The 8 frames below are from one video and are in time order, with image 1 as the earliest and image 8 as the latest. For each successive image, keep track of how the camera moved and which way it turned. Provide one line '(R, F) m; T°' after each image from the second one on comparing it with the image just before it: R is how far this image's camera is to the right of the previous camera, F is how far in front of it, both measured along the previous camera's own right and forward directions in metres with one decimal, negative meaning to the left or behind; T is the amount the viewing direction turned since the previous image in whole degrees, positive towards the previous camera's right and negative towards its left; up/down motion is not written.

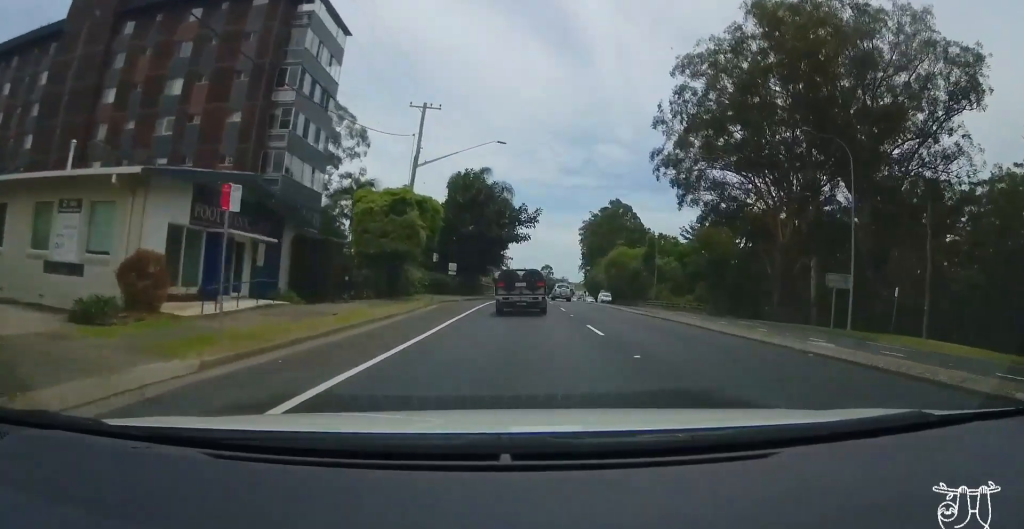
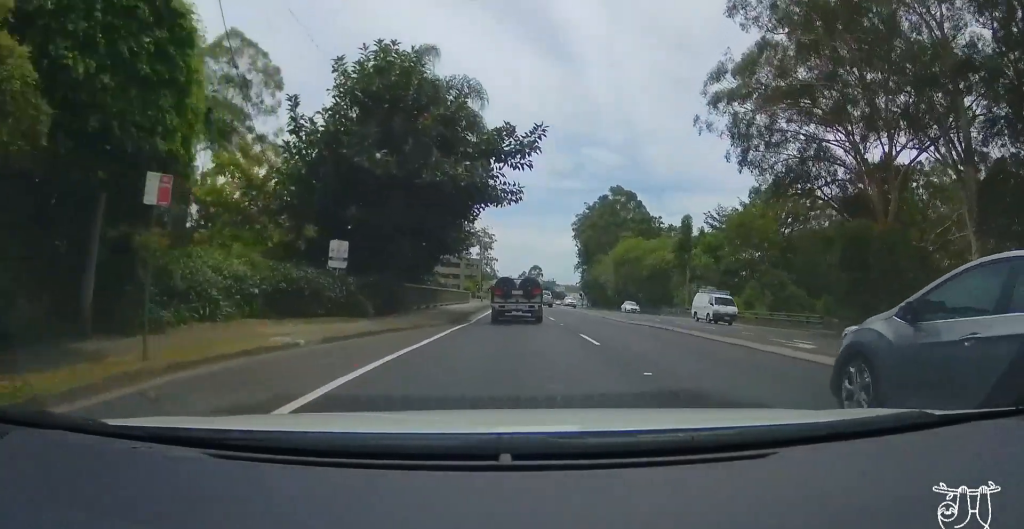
(+0.5, +26.1) m; +4°
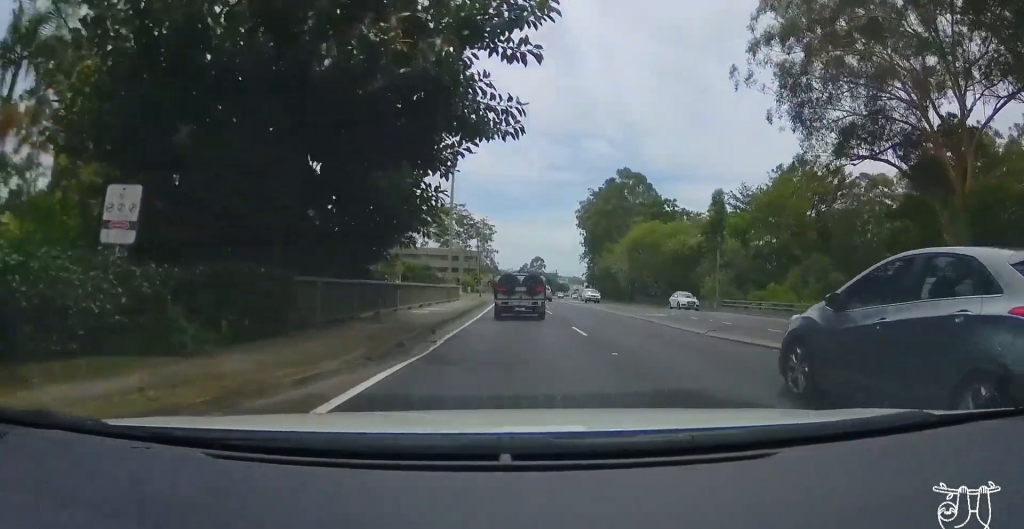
(+0.1, +10.6) m; +2°
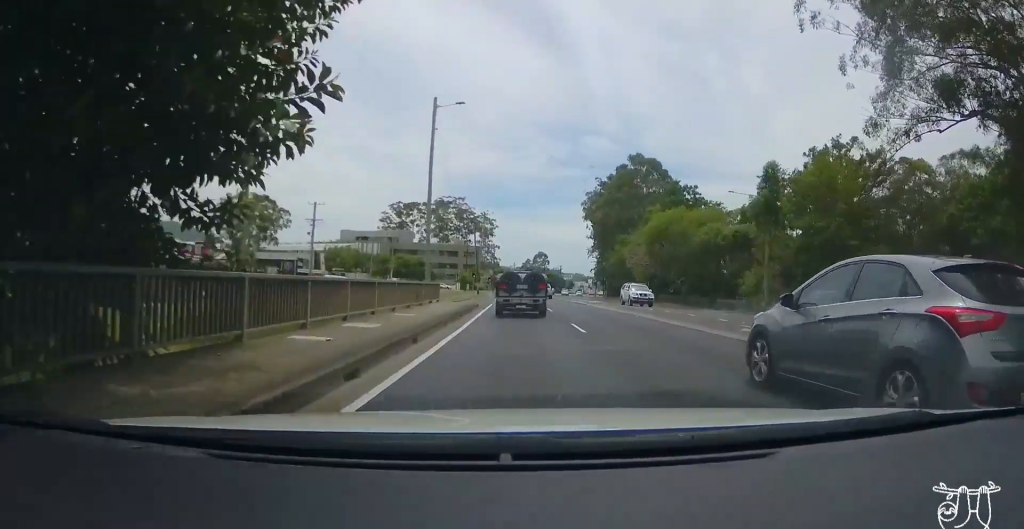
(+0.1, +11.7) m; +1°
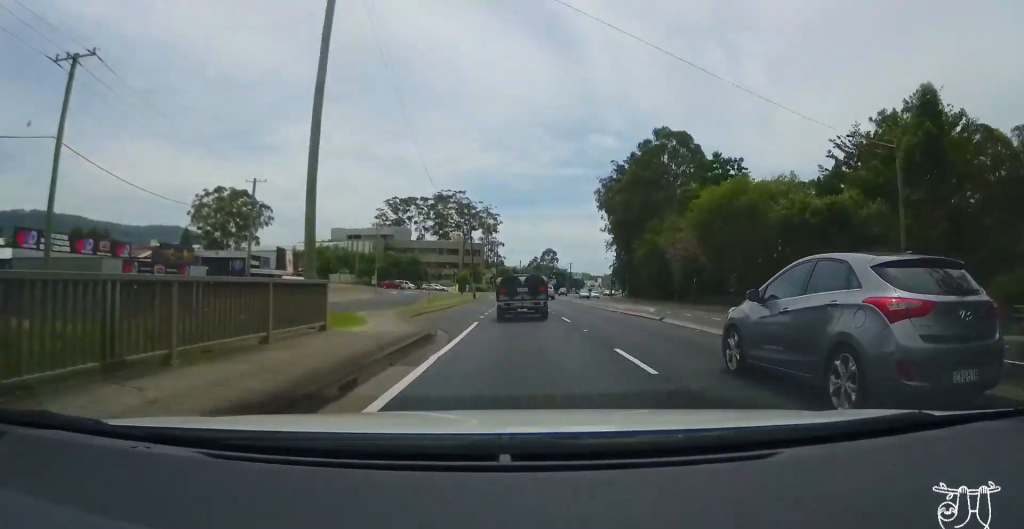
(0.0, +18.3) m; -1°
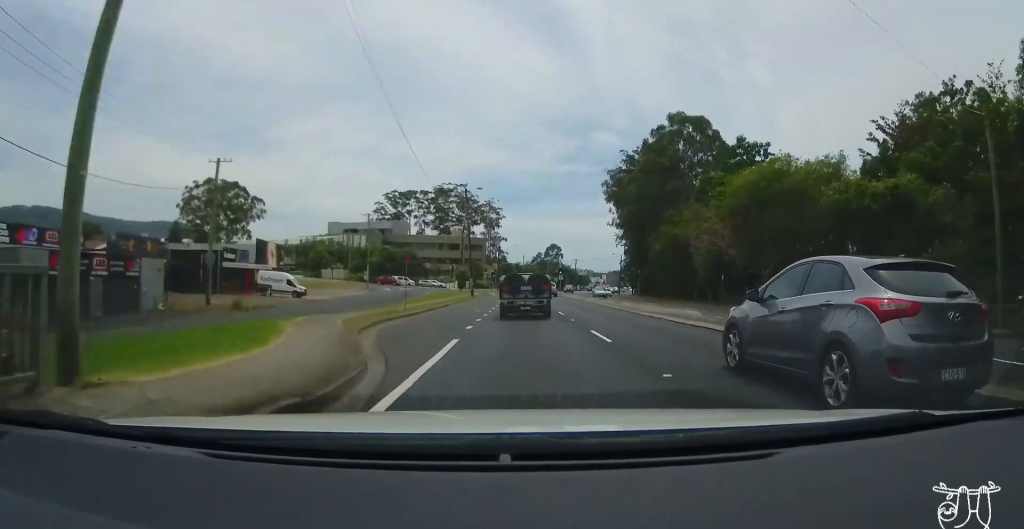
(-0.1, +8.2) m; -1°
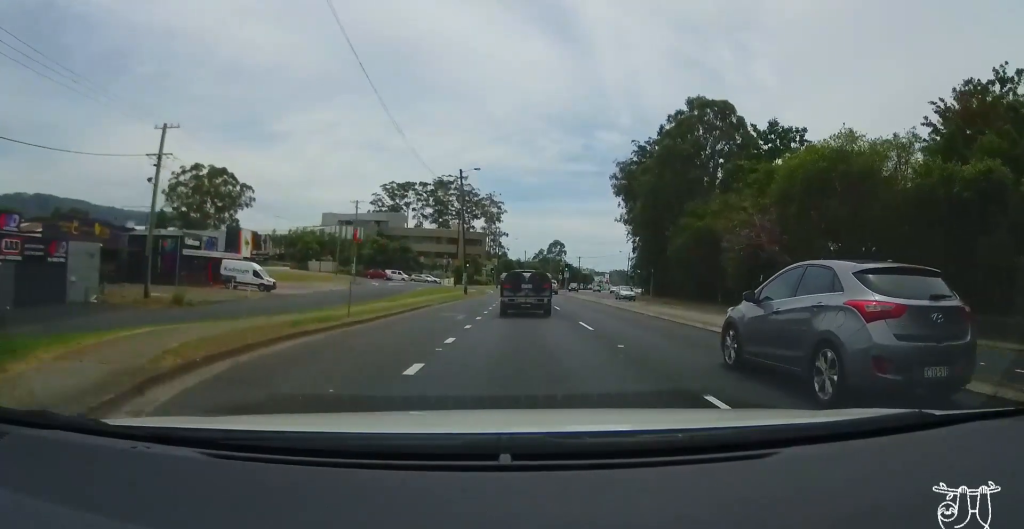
(0.0, +8.8) m; -1°
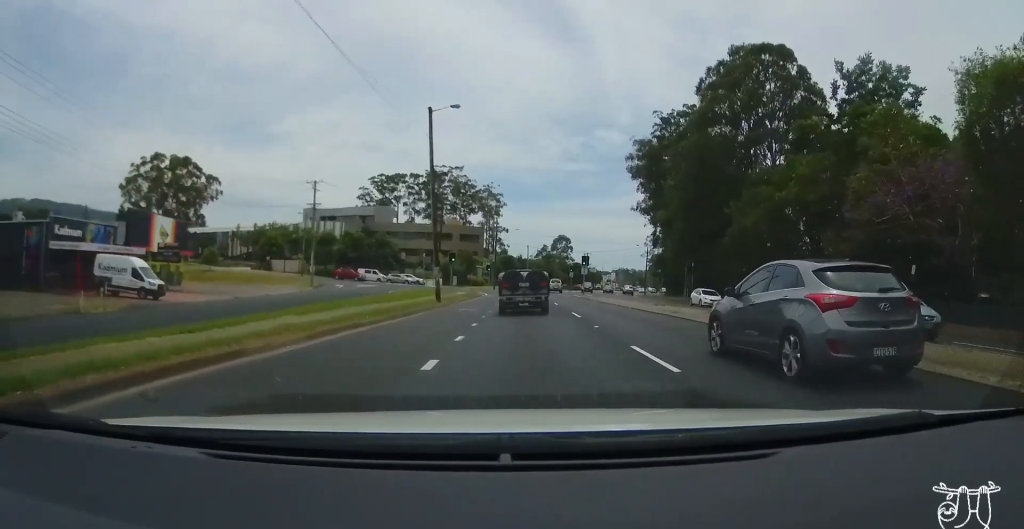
(-0.5, +19.3) m; -3°
